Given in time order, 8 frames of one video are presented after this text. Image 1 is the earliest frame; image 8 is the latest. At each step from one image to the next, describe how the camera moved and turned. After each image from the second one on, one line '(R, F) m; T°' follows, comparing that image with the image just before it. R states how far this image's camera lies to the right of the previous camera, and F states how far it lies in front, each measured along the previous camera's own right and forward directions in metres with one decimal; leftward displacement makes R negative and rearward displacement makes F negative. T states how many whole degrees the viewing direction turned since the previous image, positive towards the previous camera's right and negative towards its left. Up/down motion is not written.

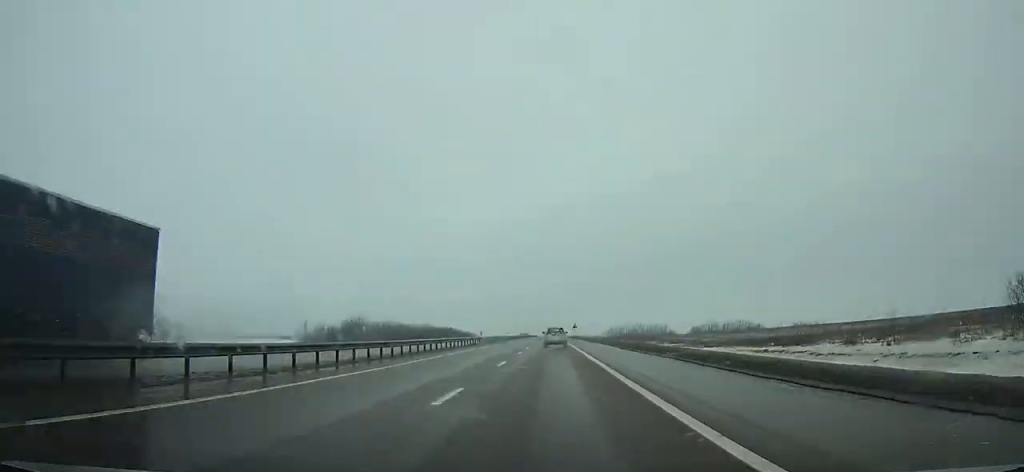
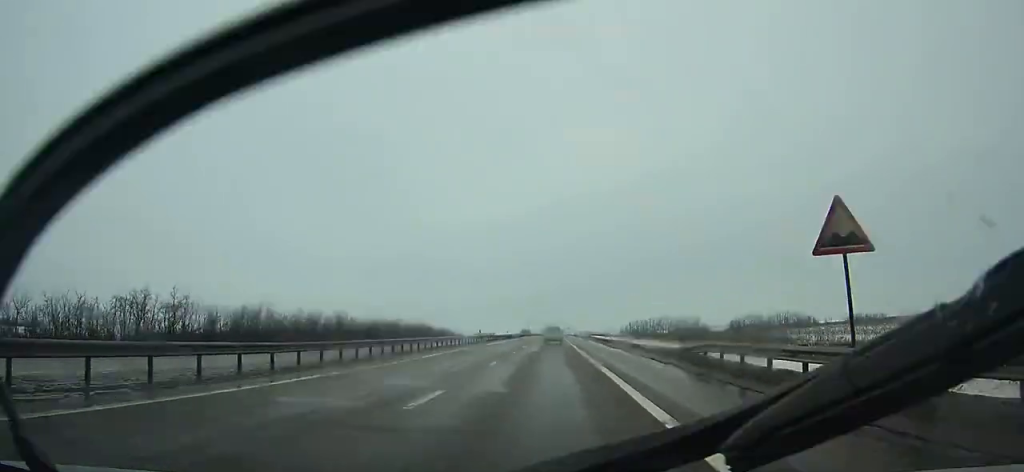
(0.0, +122.9) m; 0°
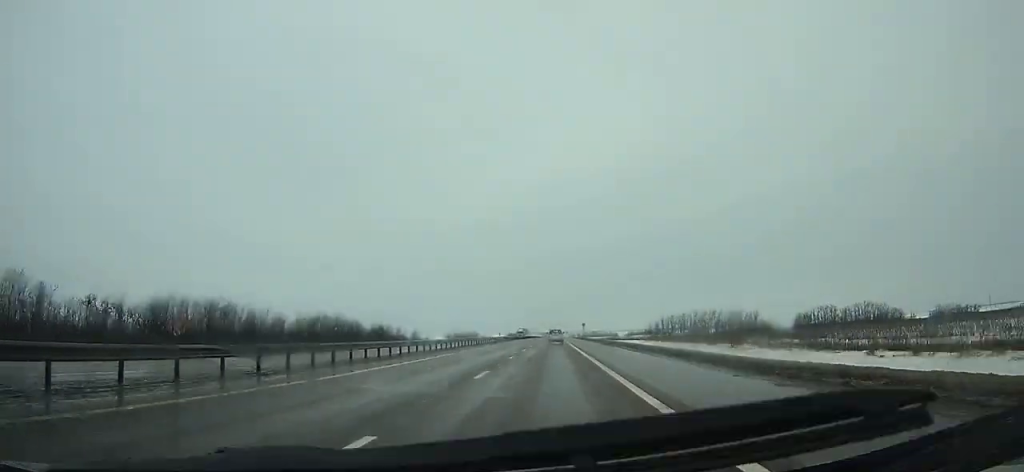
(+0.1, +136.9) m; 0°
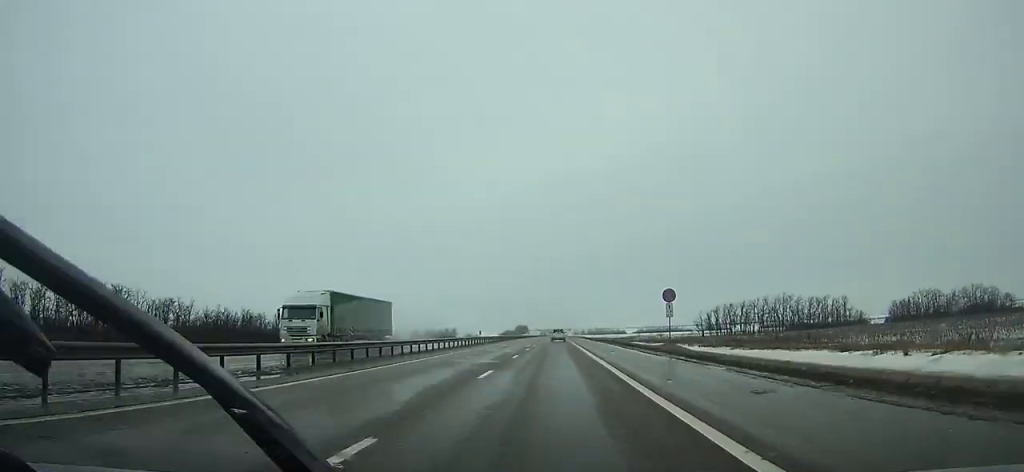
(-0.2, +109.1) m; 0°
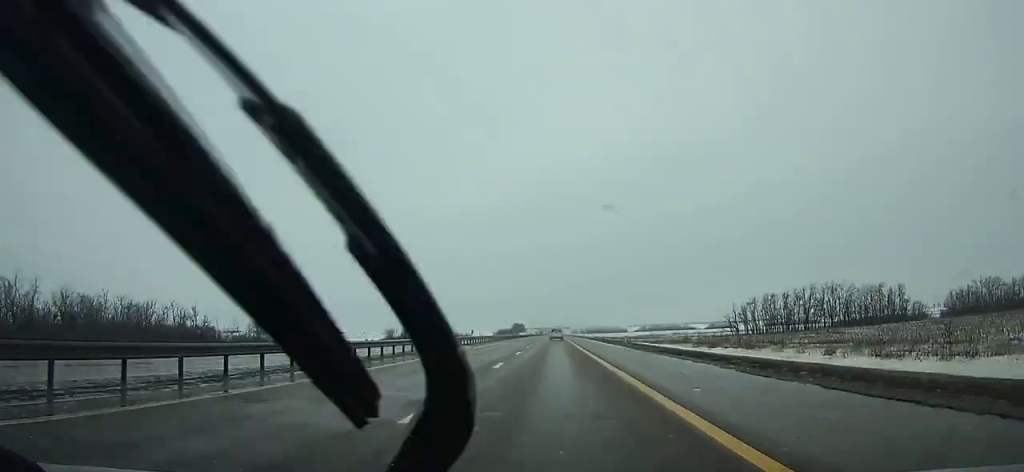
(0.0, +42.9) m; 0°
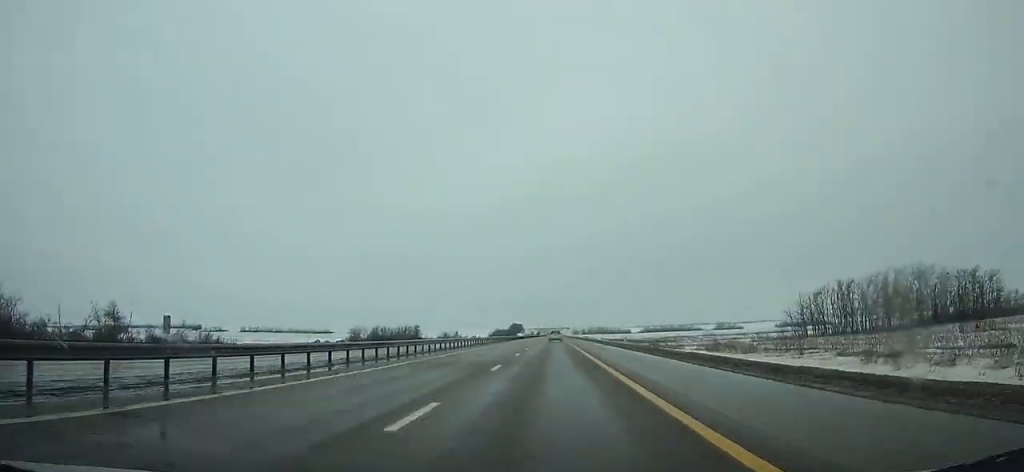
(+0.1, +48.4) m; 0°
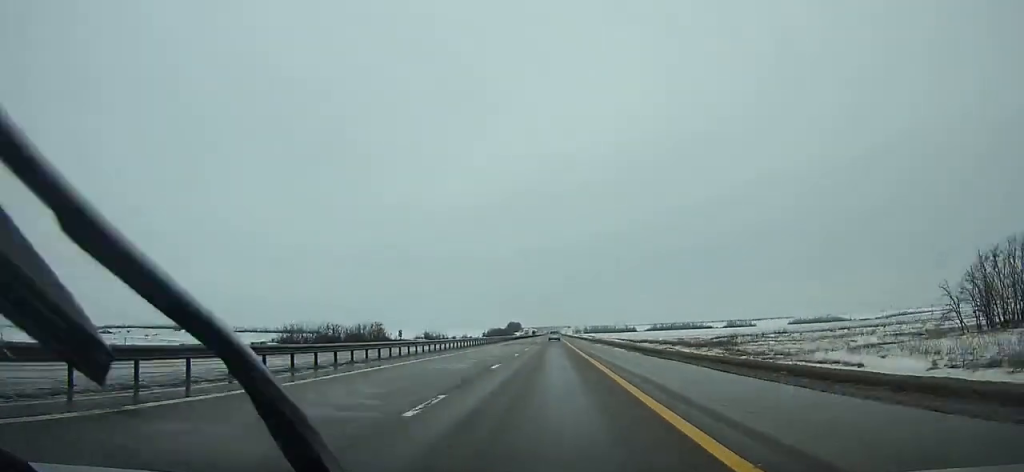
(+0.1, +59.2) m; 0°
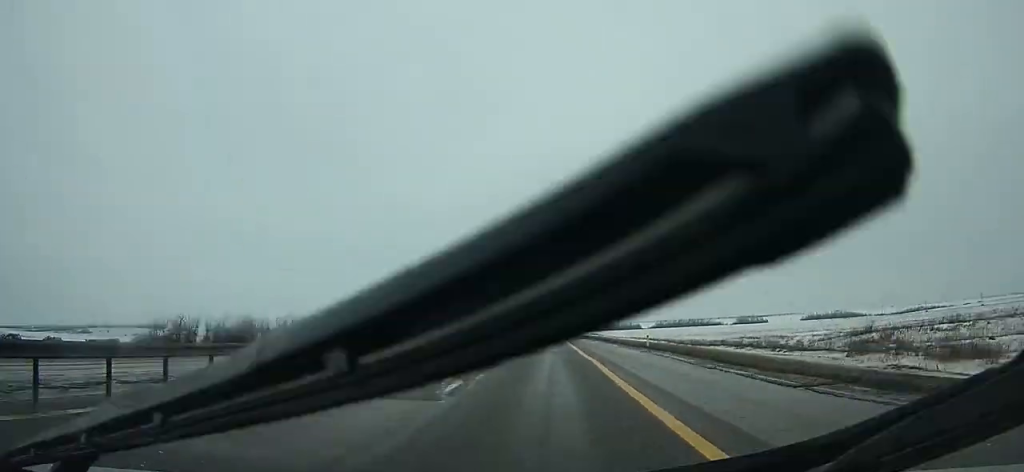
(-0.1, +56.4) m; 0°
